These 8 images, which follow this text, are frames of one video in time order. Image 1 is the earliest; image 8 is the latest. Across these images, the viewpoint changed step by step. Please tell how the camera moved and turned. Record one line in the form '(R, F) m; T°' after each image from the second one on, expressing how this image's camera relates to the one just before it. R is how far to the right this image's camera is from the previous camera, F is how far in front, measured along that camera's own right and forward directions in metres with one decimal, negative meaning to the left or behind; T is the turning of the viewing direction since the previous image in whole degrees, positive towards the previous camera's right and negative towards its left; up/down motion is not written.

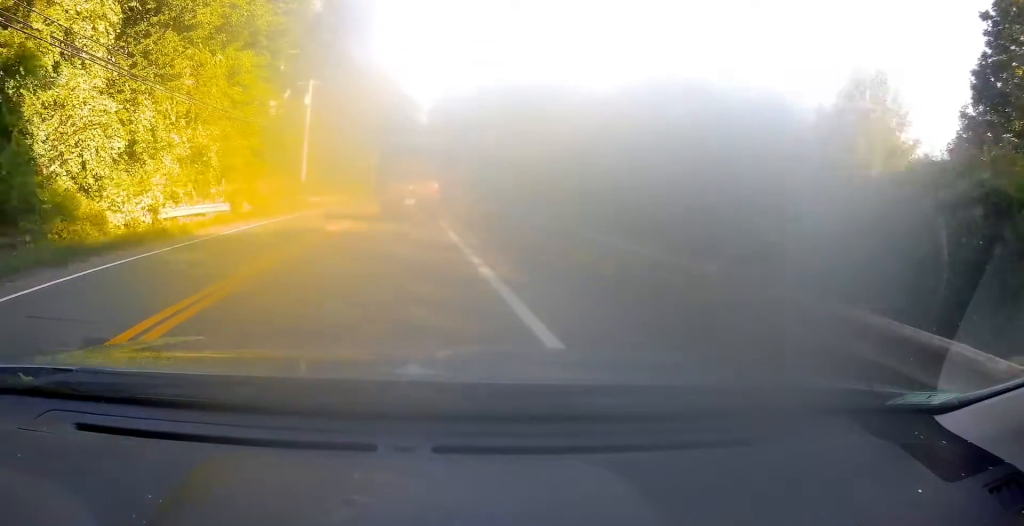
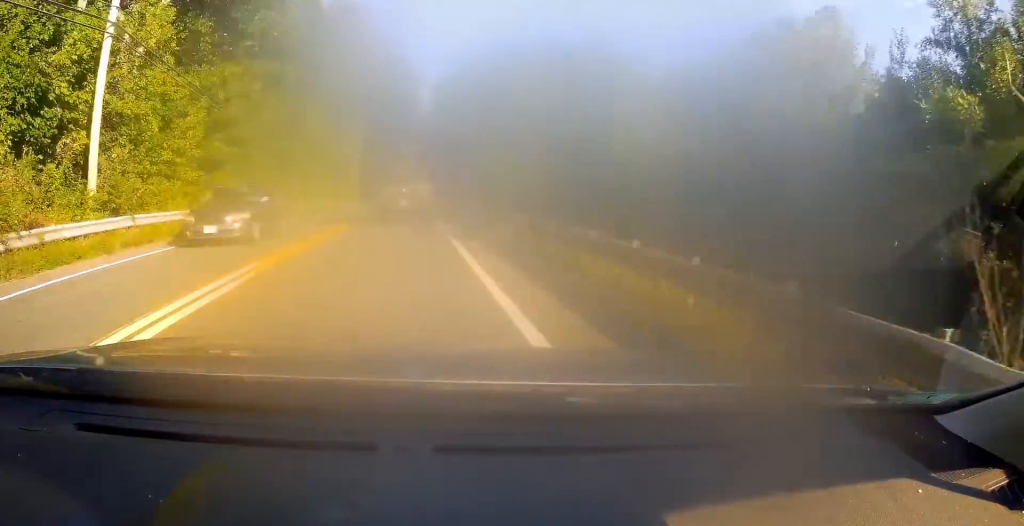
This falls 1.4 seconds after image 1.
(+0.4, +30.3) m; 0°
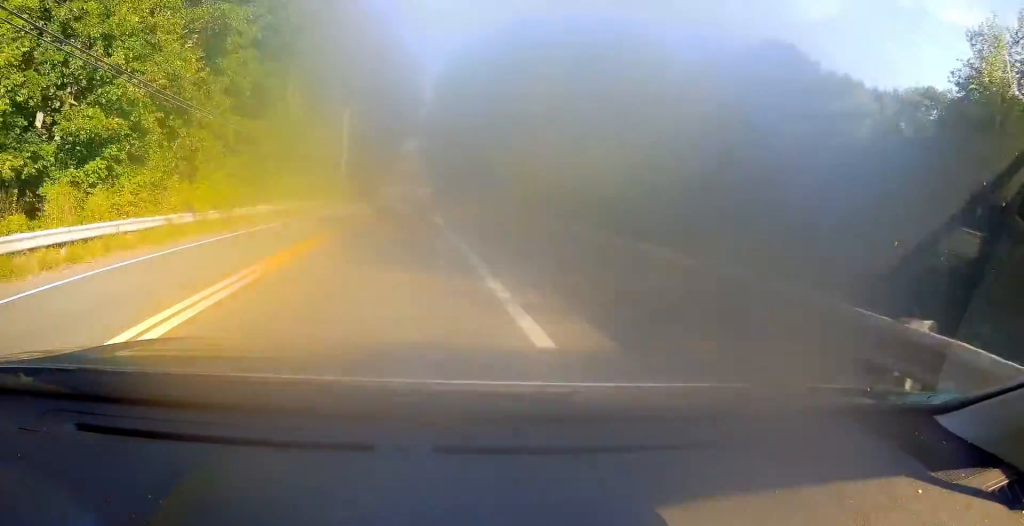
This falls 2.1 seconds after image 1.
(-0.3, +13.5) m; 0°
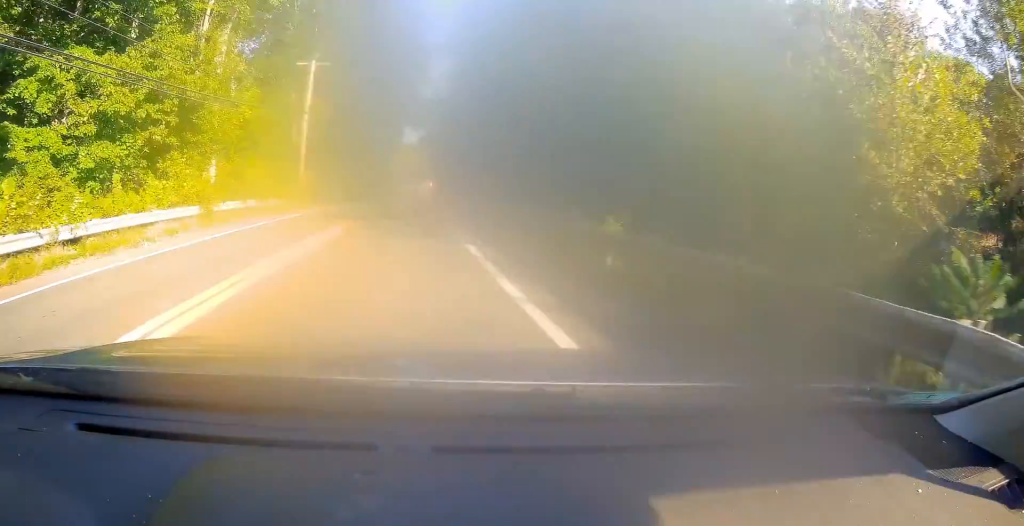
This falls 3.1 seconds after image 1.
(0.0, +19.7) m; +1°
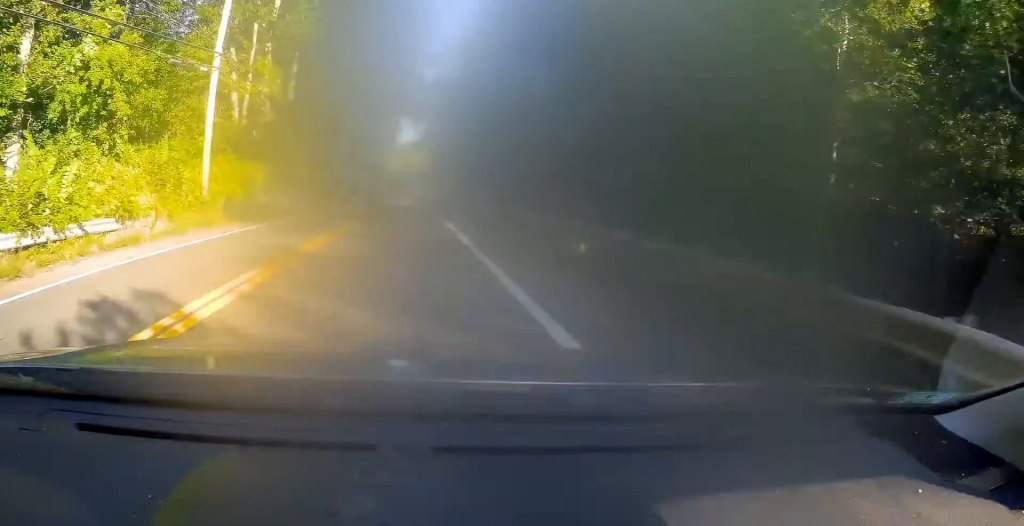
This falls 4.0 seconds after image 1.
(+0.1, +15.9) m; 0°
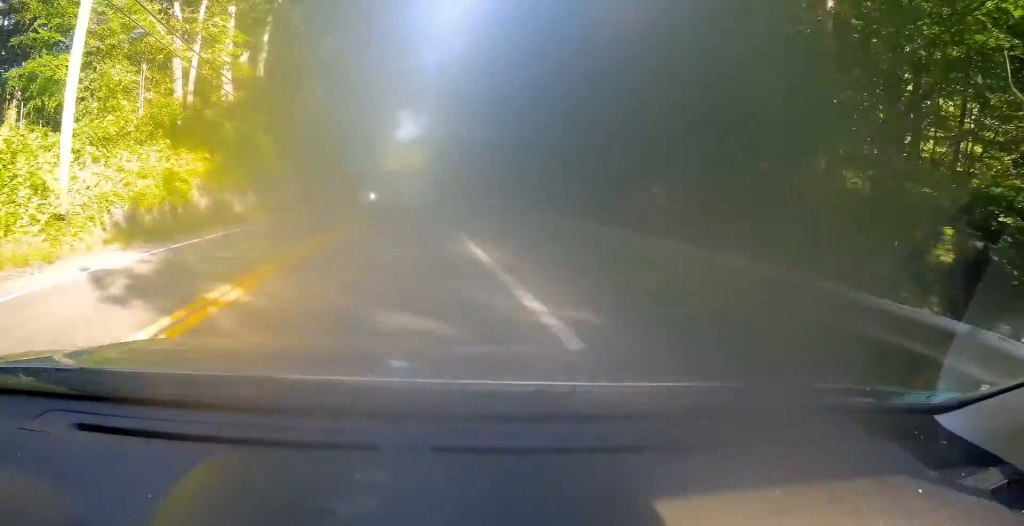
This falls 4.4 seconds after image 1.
(+0.1, +7.4) m; 0°
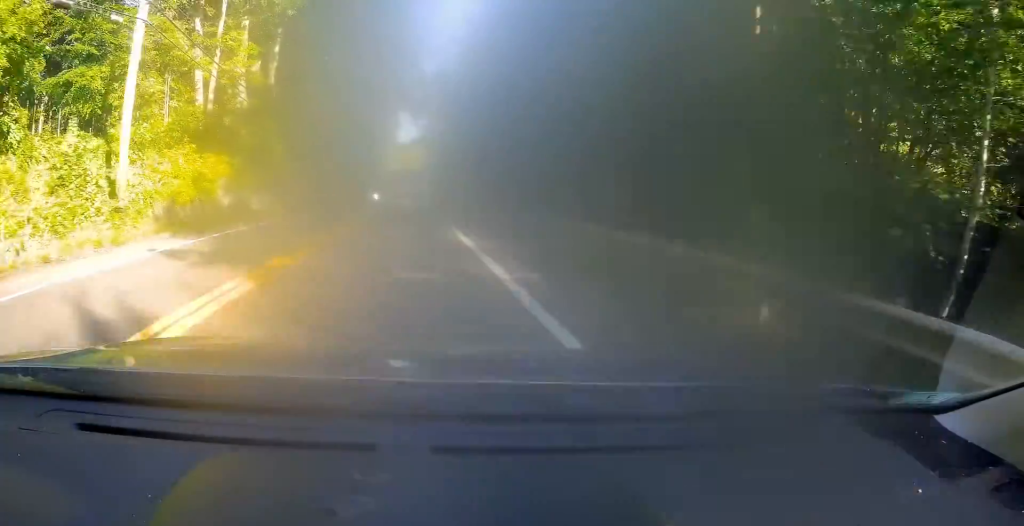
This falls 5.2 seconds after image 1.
(-0.3, +17.2) m; +1°
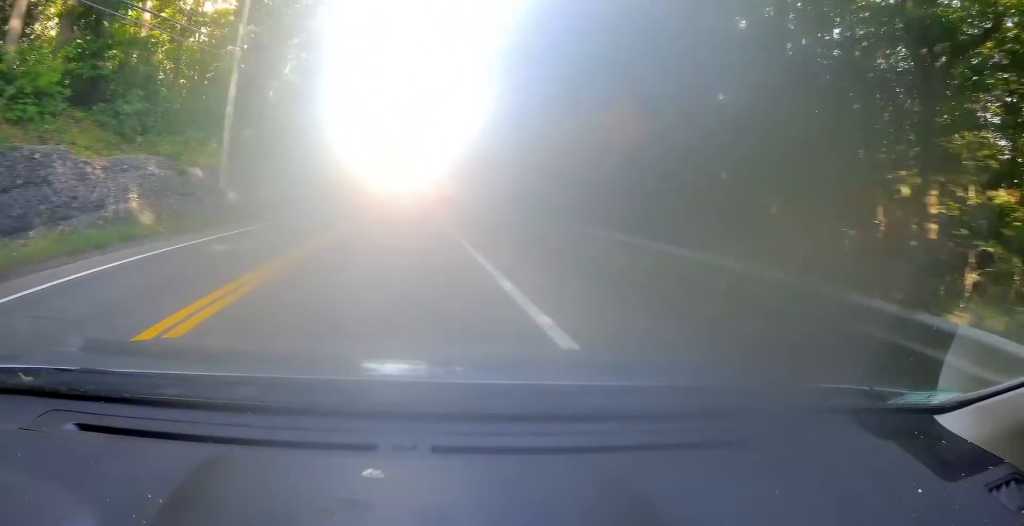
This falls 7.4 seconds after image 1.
(+1.5, +45.9) m; +2°
